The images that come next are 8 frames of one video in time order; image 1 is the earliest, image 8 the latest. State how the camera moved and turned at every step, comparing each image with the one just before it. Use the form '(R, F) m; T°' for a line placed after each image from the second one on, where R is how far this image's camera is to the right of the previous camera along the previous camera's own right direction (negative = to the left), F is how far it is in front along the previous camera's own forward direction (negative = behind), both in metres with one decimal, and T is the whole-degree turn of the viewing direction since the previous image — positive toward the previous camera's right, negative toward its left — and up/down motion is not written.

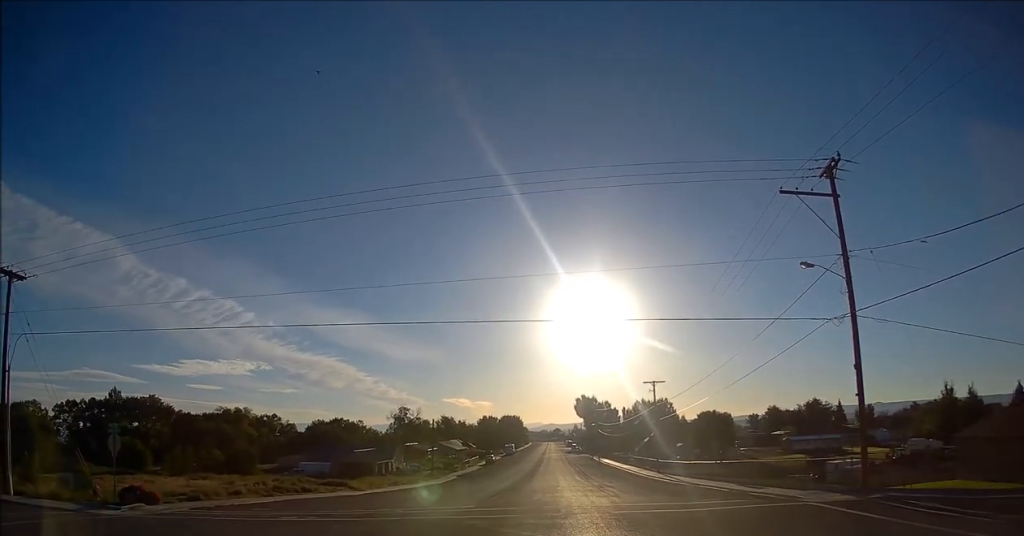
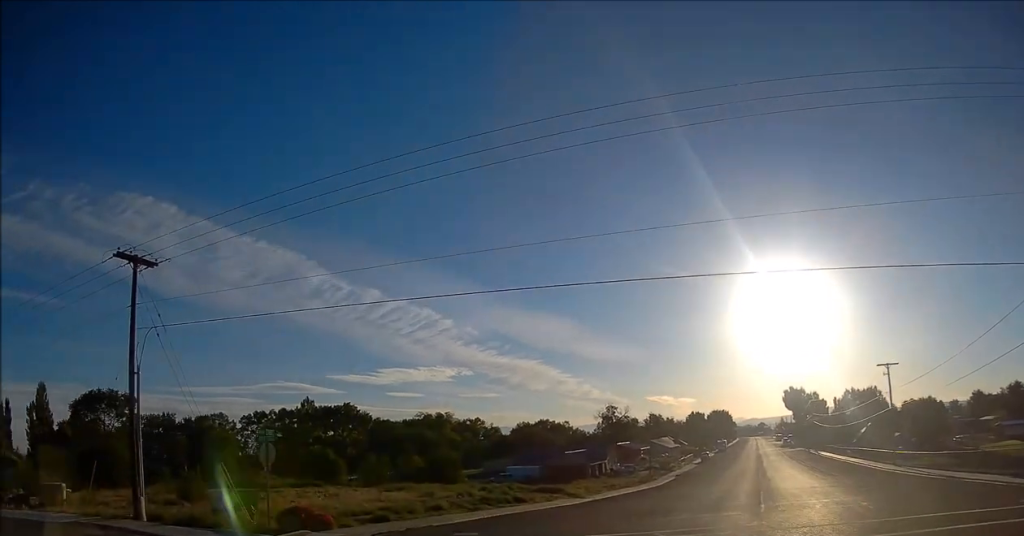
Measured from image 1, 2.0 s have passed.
(-1.5, +7.4) m; -23°
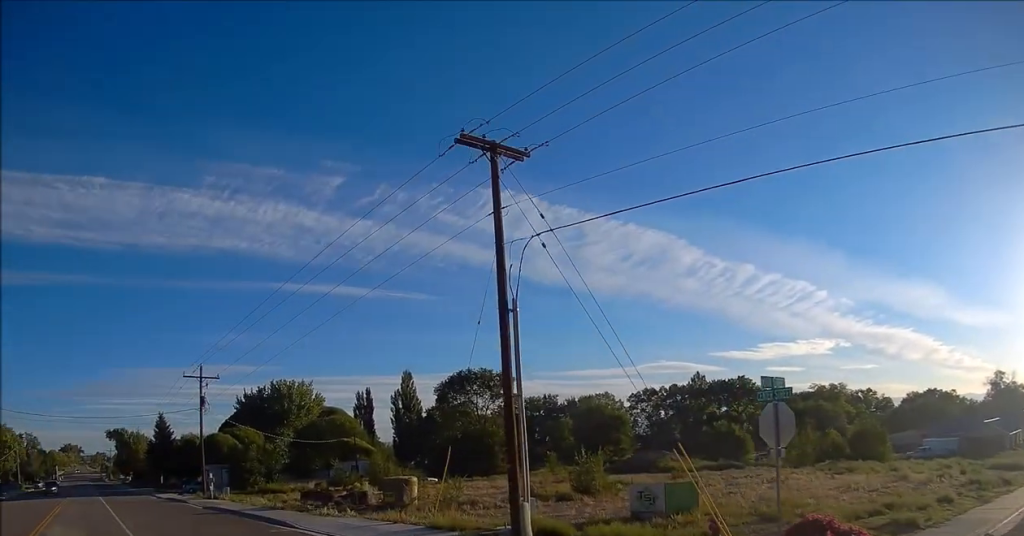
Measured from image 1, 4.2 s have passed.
(-2.6, +10.2) m; -27°
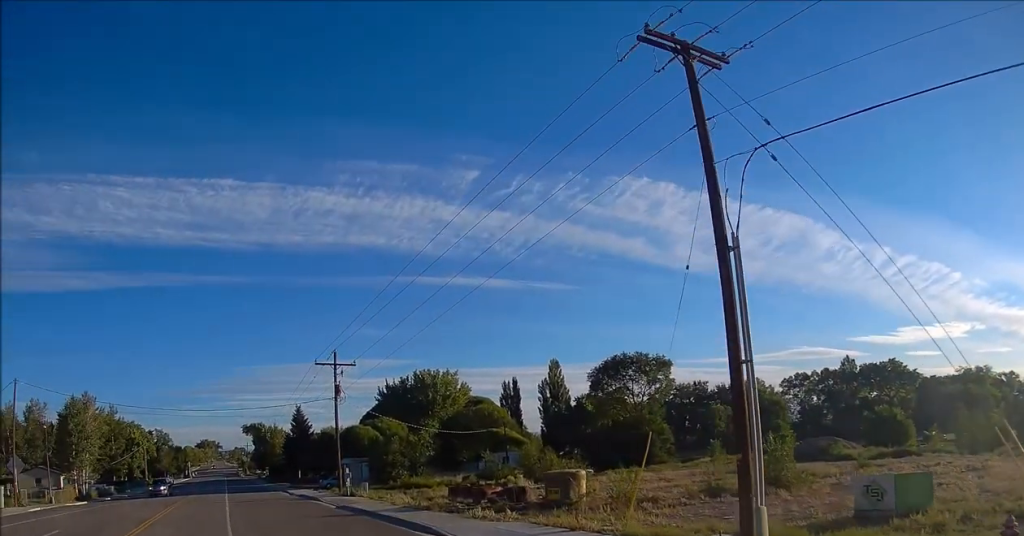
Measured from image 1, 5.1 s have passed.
(-0.4, +4.8) m; -7°
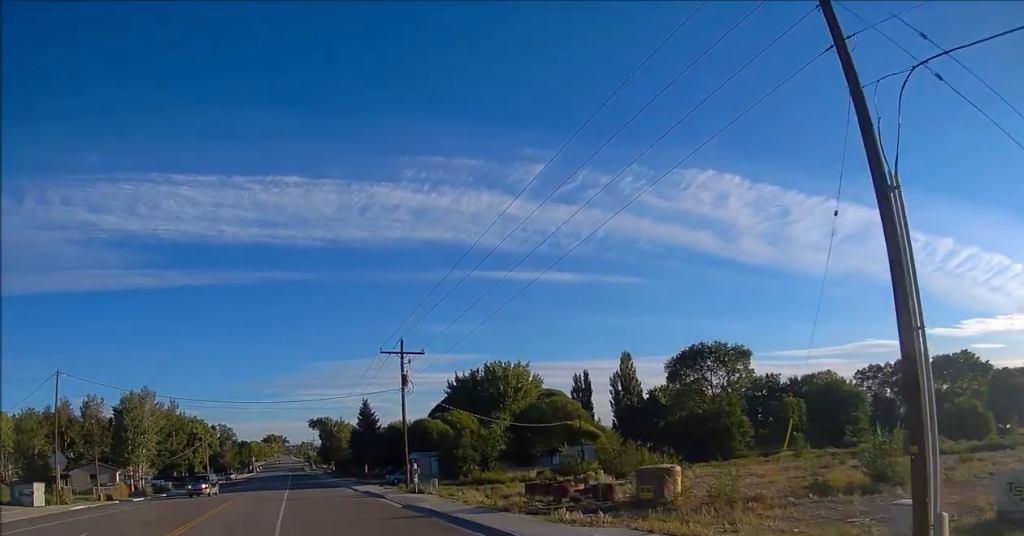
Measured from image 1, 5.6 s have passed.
(-0.1, +3.5) m; 0°
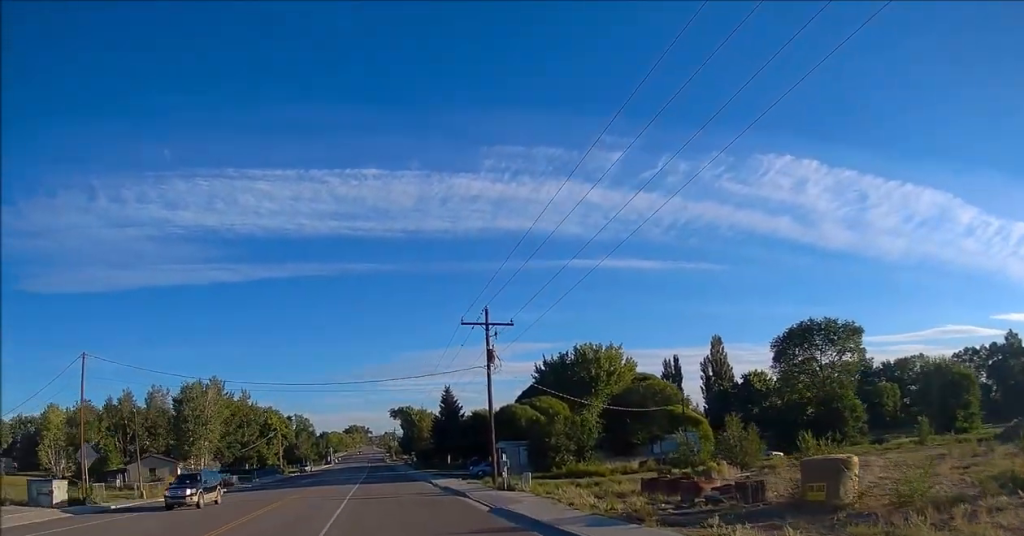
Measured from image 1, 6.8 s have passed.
(0.0, +7.7) m; -2°
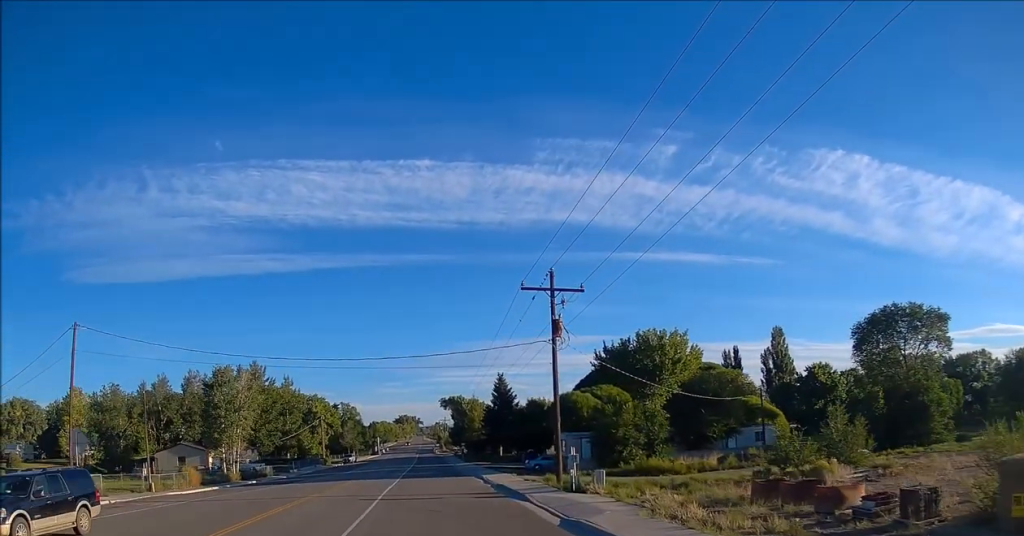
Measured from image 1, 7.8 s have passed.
(0.0, +6.9) m; -4°
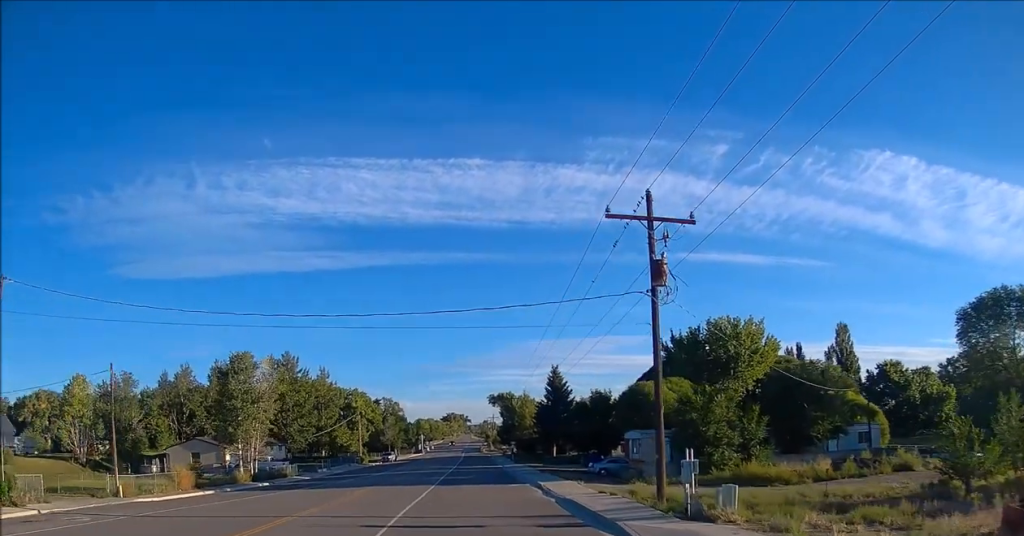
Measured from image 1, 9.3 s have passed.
(-0.7, +10.4) m; -5°
